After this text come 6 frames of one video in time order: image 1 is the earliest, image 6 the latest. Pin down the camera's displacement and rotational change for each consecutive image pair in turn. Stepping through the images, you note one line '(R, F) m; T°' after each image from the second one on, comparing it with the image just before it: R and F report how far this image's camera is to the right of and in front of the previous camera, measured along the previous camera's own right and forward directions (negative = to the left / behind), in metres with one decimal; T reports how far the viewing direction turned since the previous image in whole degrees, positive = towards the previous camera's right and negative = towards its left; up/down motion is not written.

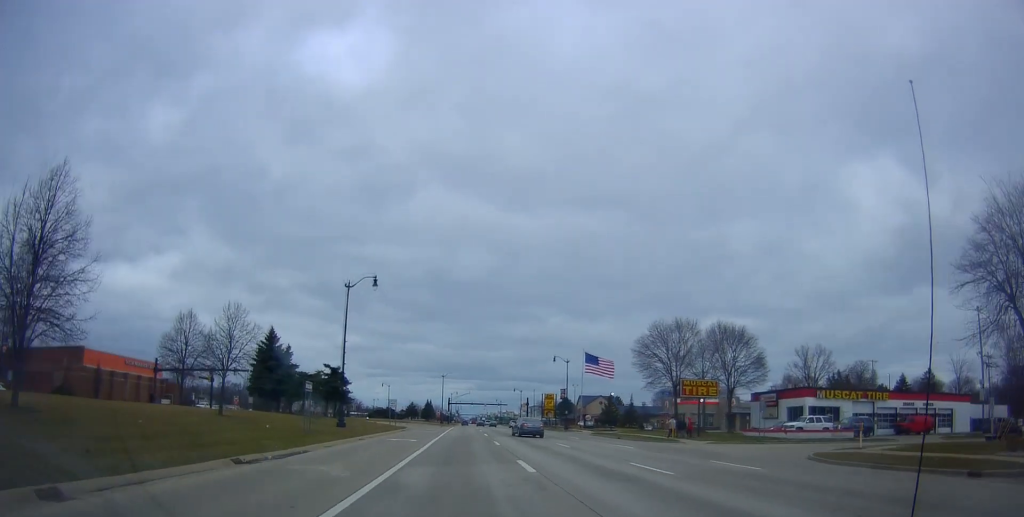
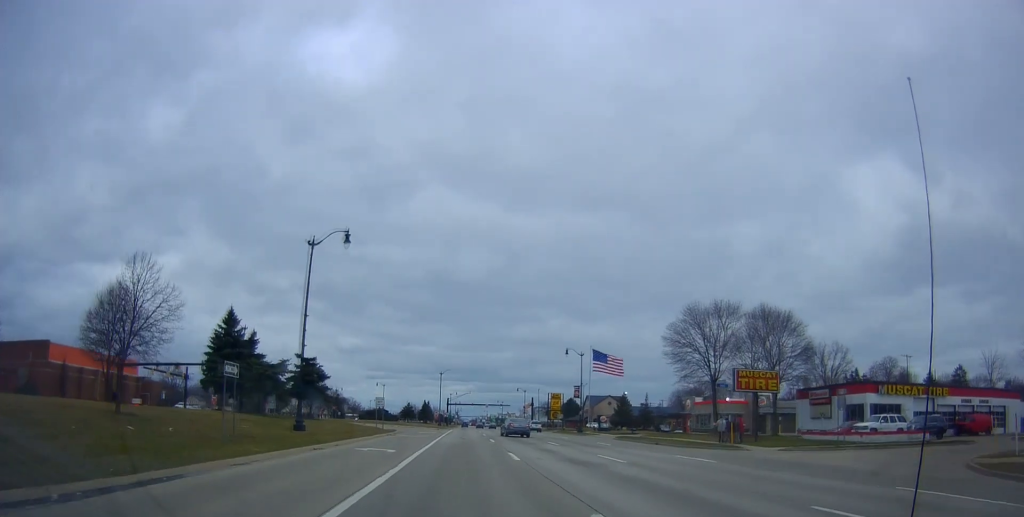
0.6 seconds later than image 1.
(+0.1, +10.6) m; 0°
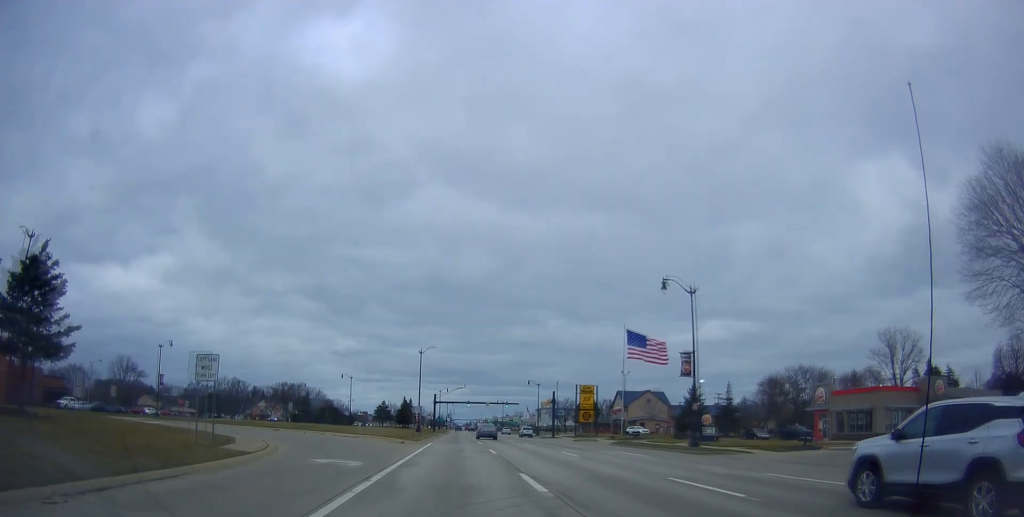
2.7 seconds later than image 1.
(-1.1, +39.2) m; 0°
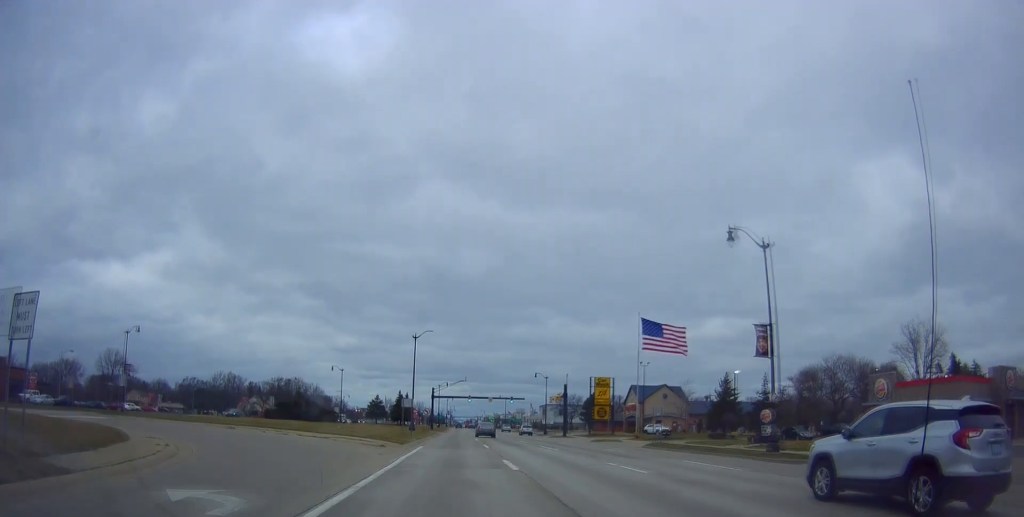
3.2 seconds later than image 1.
(+0.4, +10.0) m; +1°
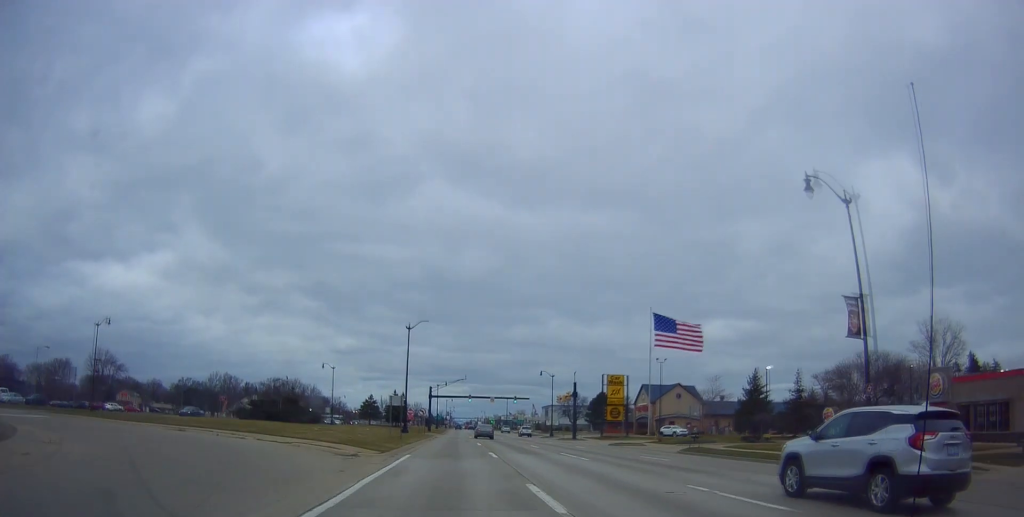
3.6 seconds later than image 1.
(0.0, +7.5) m; 0°
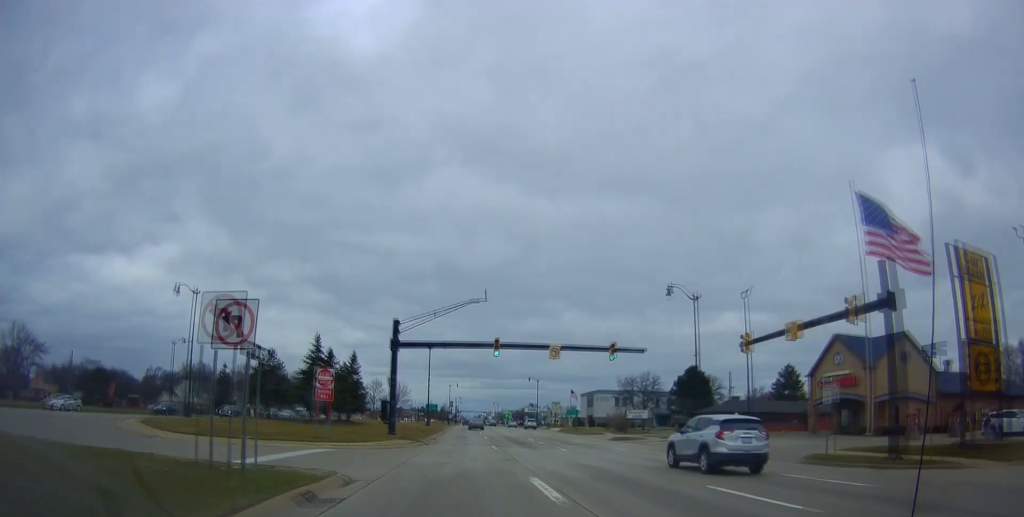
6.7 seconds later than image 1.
(-0.9, +59.5) m; -1°
